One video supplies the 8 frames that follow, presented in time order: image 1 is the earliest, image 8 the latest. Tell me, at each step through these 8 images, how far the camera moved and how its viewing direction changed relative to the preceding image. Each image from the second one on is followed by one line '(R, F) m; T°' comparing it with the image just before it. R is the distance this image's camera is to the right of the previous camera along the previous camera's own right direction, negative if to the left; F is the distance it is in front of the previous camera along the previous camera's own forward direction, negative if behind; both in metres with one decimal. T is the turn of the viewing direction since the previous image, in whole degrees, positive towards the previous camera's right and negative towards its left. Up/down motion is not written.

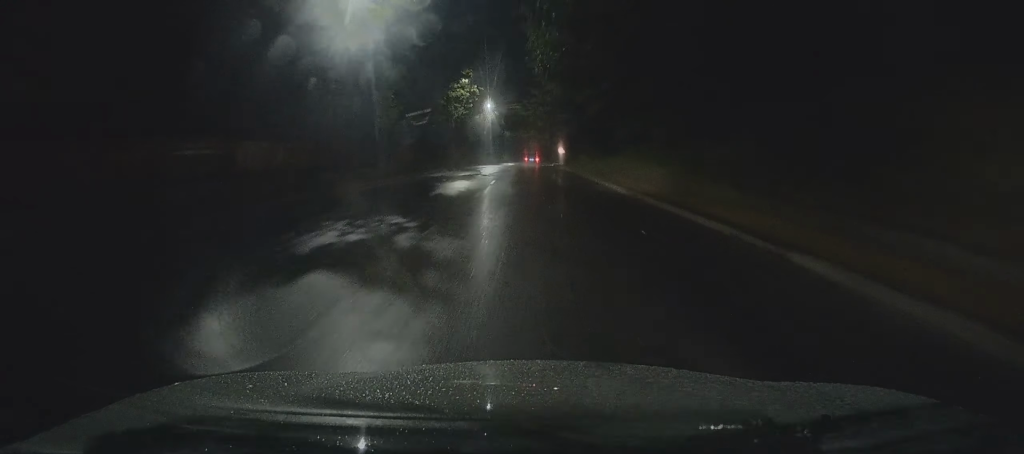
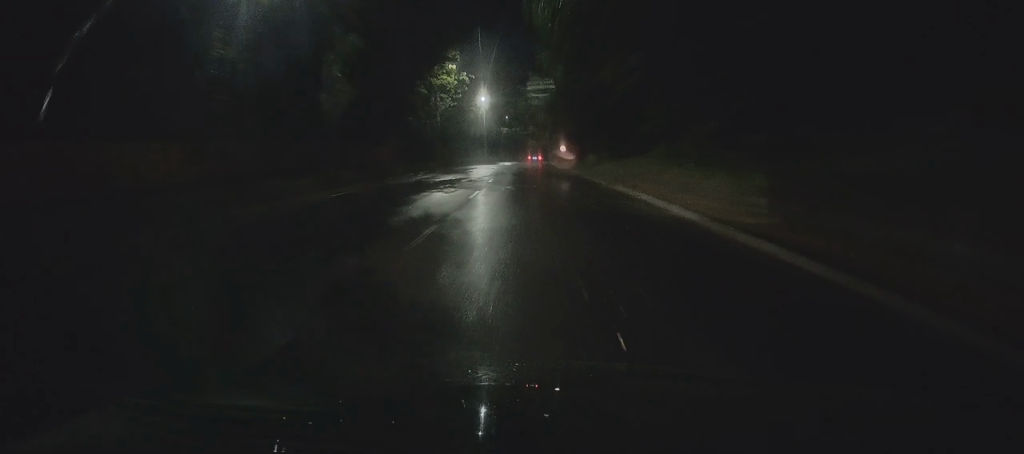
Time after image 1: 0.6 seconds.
(+0.2, +9.1) m; 0°
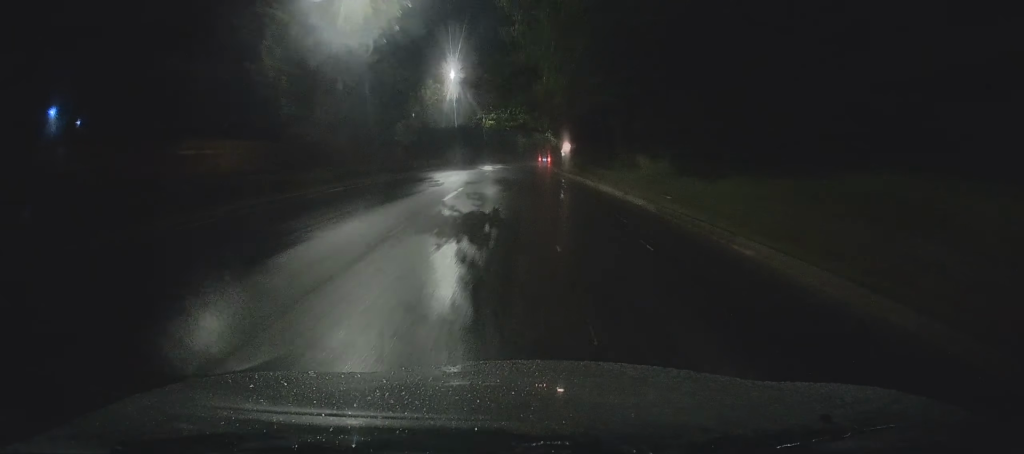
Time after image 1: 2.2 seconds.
(-1.0, +27.1) m; -3°
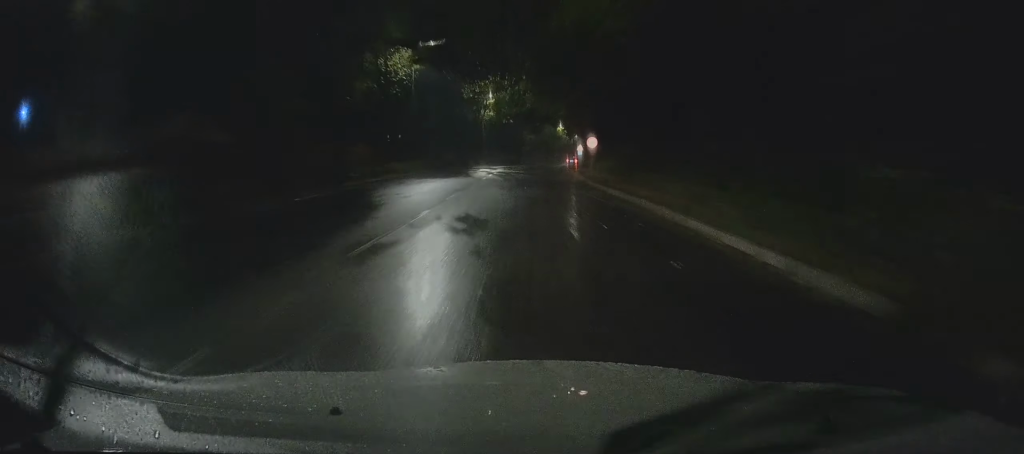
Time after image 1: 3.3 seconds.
(+0.1, +17.9) m; +1°
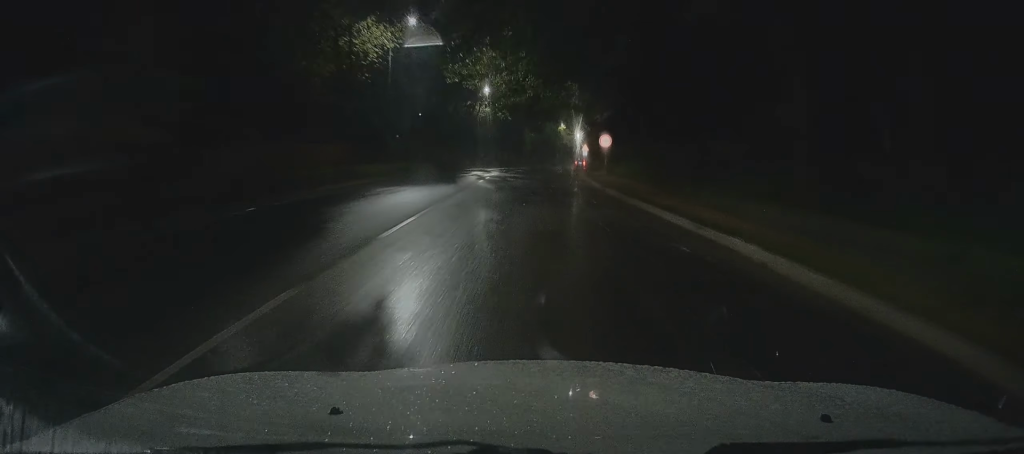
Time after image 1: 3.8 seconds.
(0.0, +7.6) m; 0°
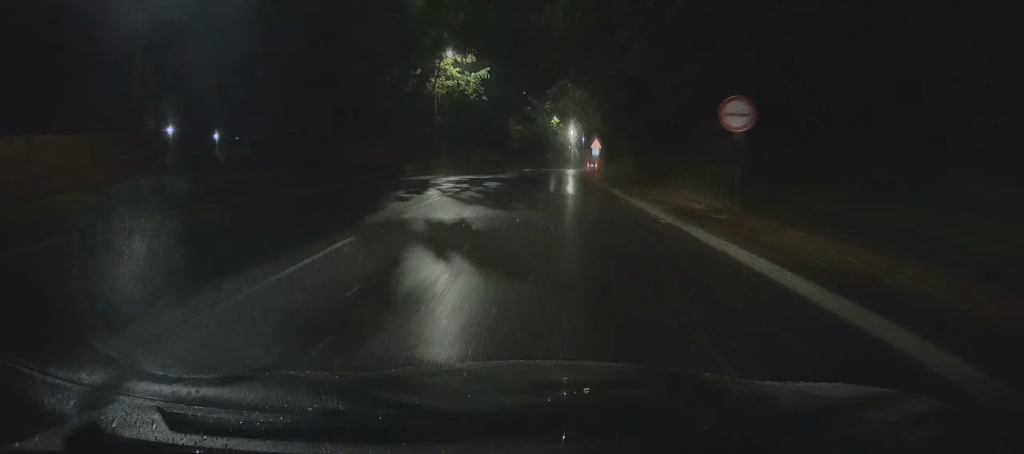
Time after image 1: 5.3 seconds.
(+0.2, +25.3) m; +1°
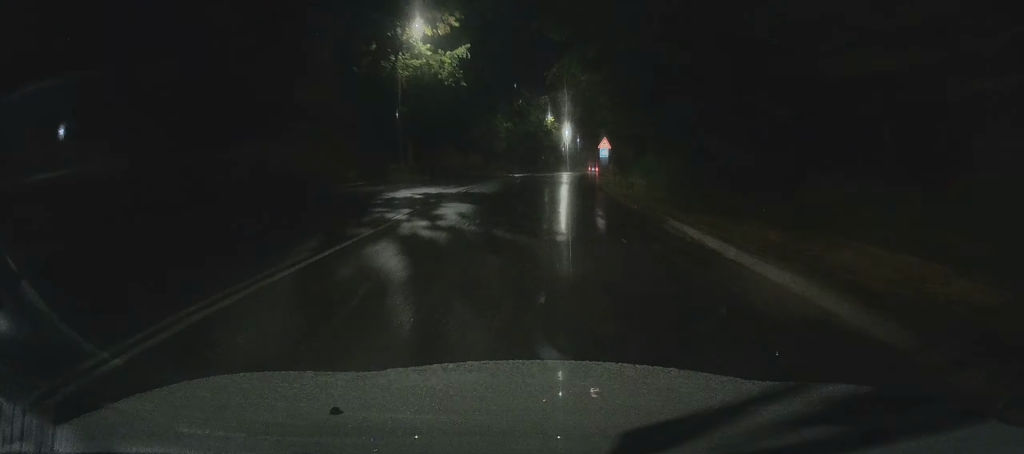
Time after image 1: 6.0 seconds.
(0.0, +11.0) m; 0°
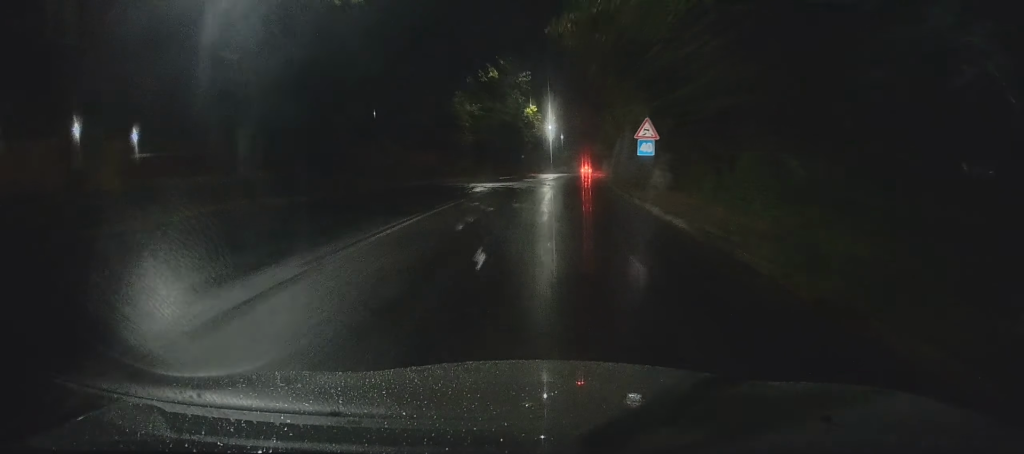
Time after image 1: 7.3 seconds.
(+0.1, +21.3) m; +1°
